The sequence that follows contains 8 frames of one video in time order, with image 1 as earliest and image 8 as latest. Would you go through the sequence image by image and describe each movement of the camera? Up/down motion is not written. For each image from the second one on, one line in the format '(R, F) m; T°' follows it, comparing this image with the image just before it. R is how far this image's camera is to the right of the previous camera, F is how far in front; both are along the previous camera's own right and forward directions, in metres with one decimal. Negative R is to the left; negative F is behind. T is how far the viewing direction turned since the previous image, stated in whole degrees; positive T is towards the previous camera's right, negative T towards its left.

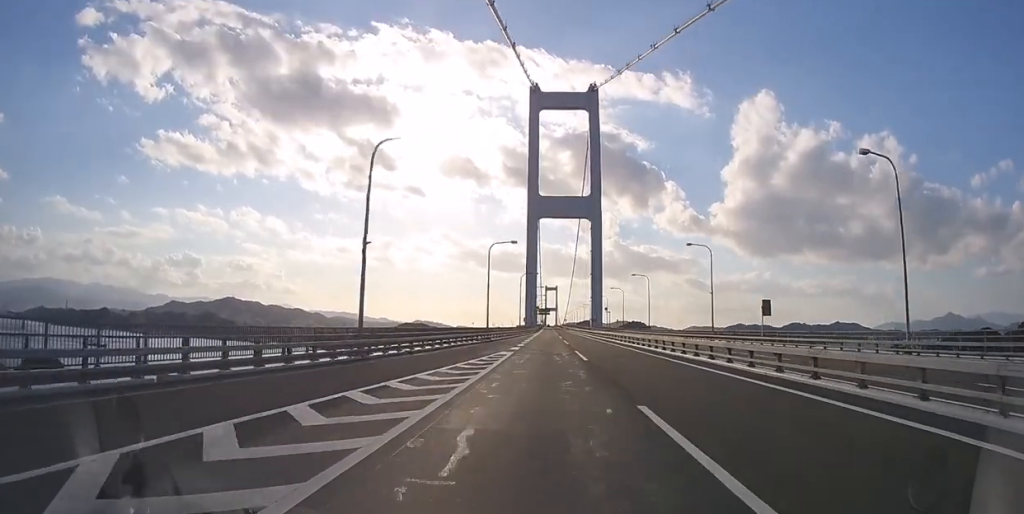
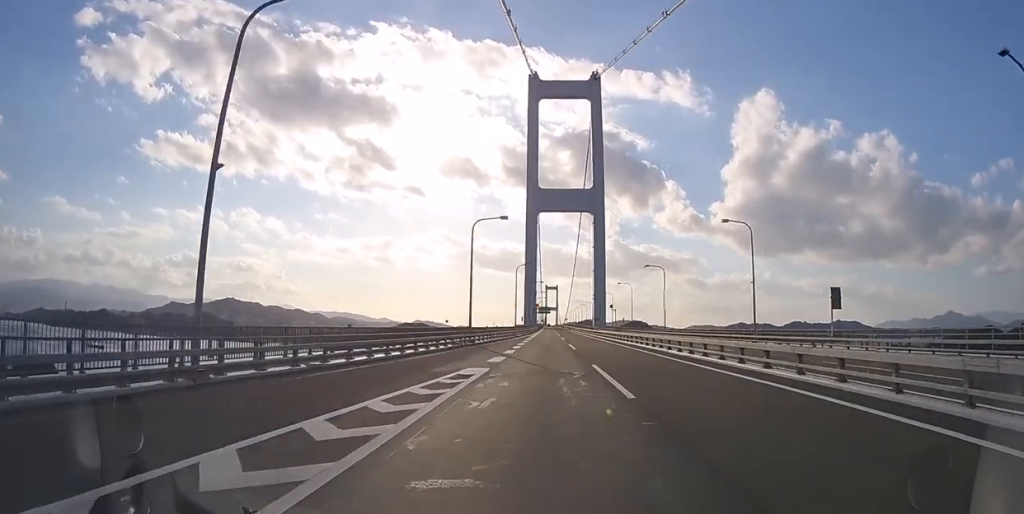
(0.0, +11.5) m; 0°
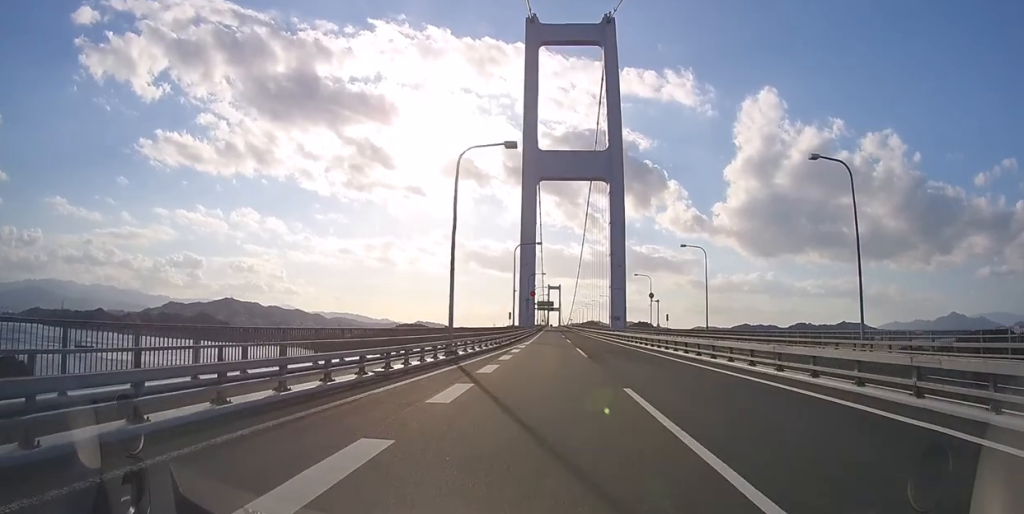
(-0.1, +46.1) m; 0°
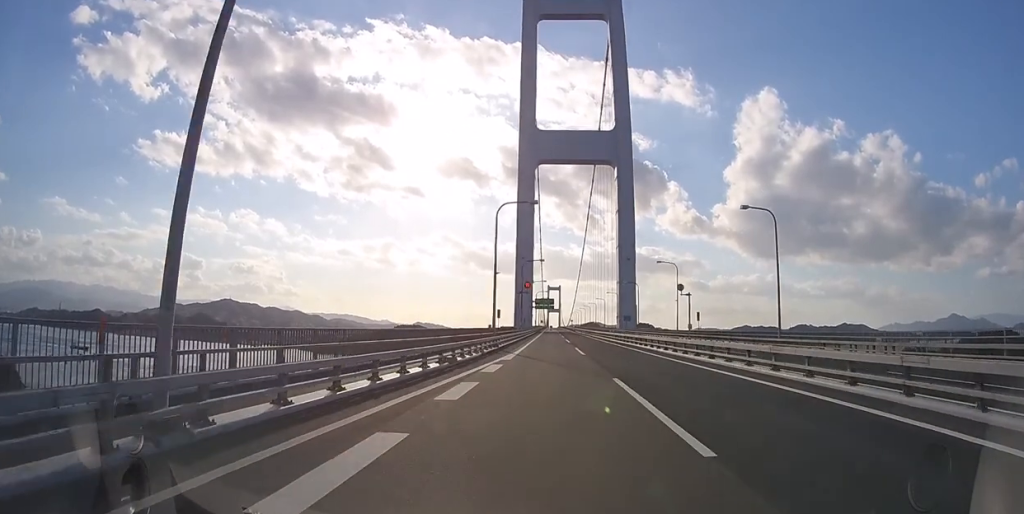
(0.0, +17.3) m; 0°
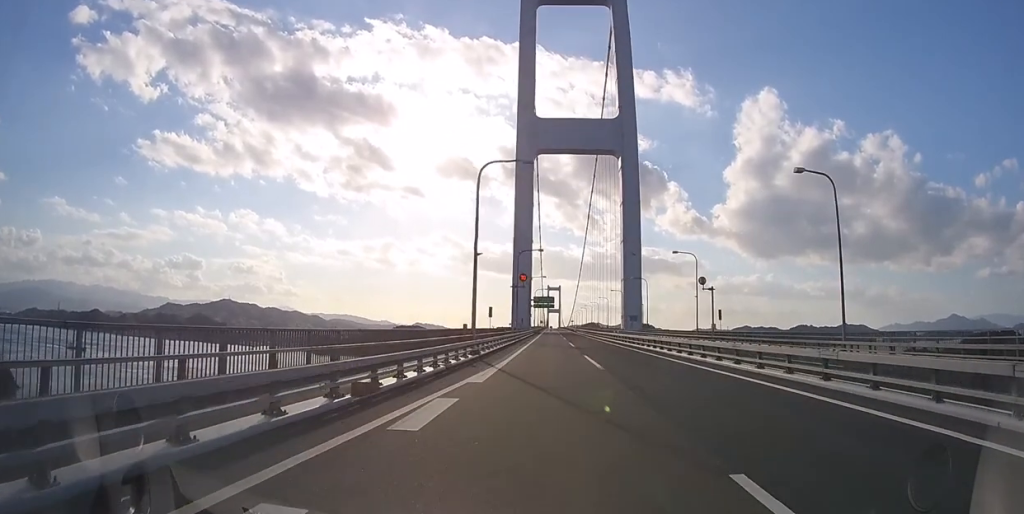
(0.0, +9.4) m; 0°
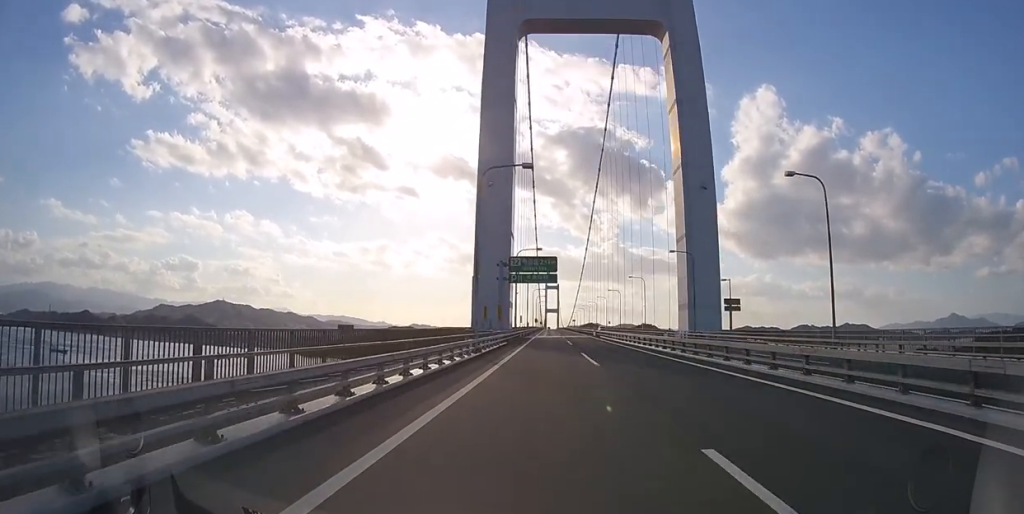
(0.0, +58.7) m; 0°
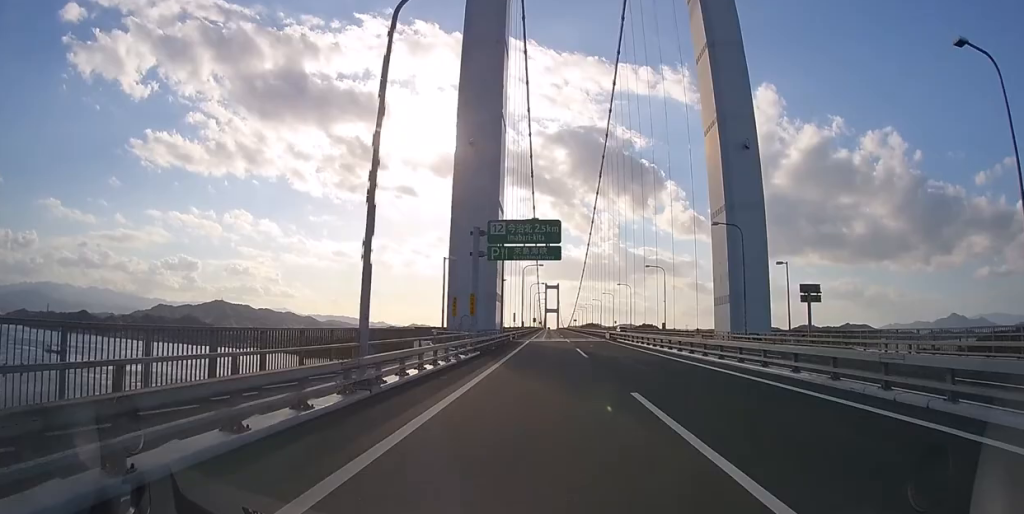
(0.0, +15.3) m; 0°
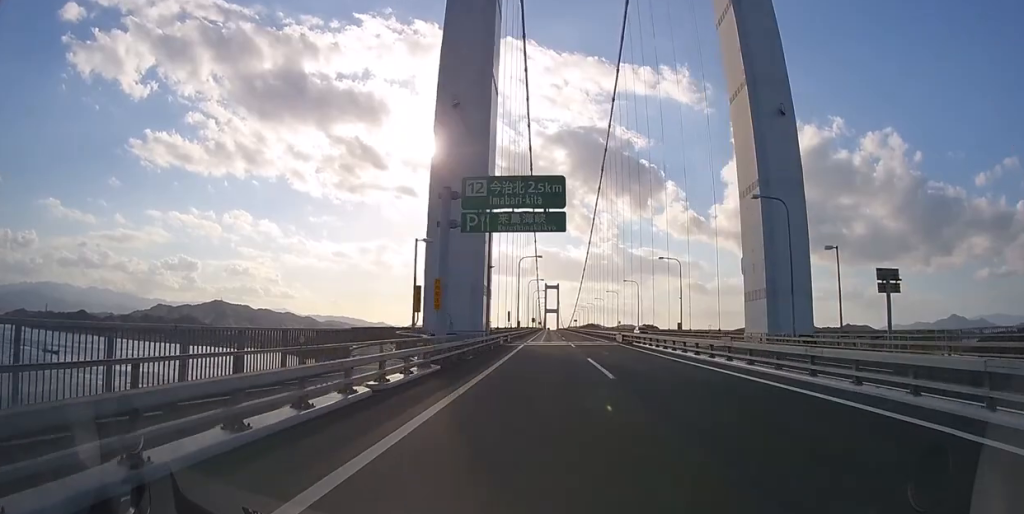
(0.0, +8.7) m; 0°
